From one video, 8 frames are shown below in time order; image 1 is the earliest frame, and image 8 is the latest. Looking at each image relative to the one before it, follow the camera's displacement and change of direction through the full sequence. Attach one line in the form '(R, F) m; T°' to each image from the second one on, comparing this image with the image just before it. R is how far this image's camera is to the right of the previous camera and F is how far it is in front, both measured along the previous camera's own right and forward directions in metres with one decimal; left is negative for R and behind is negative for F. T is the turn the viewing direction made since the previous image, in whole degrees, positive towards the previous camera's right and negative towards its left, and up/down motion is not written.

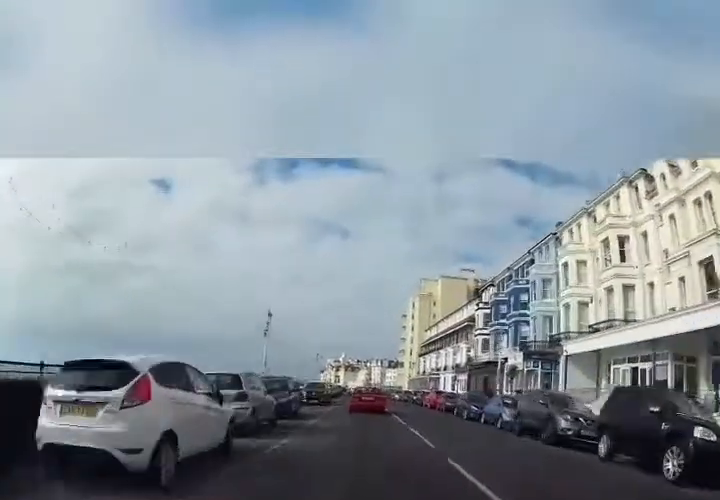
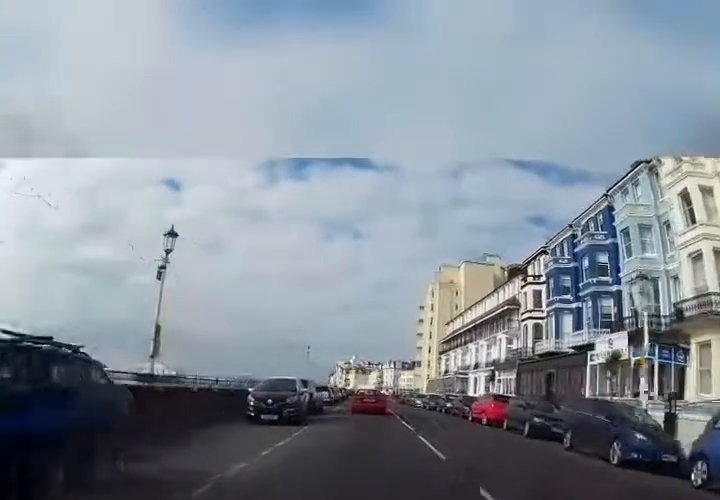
(-0.3, +14.1) m; -2°
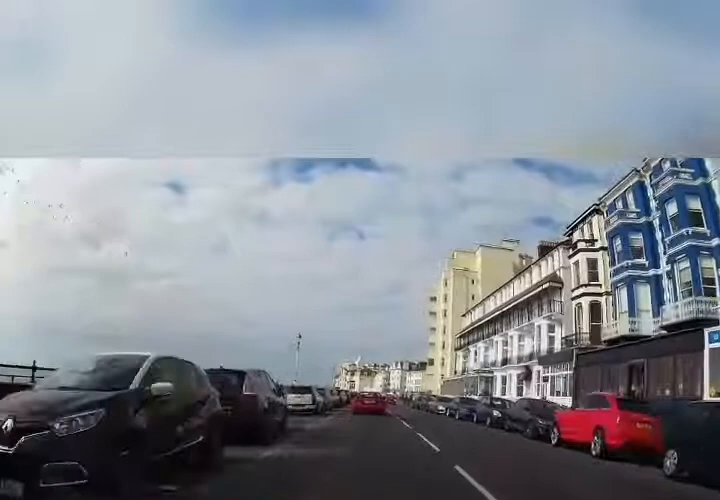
(0.0, +10.4) m; -1°
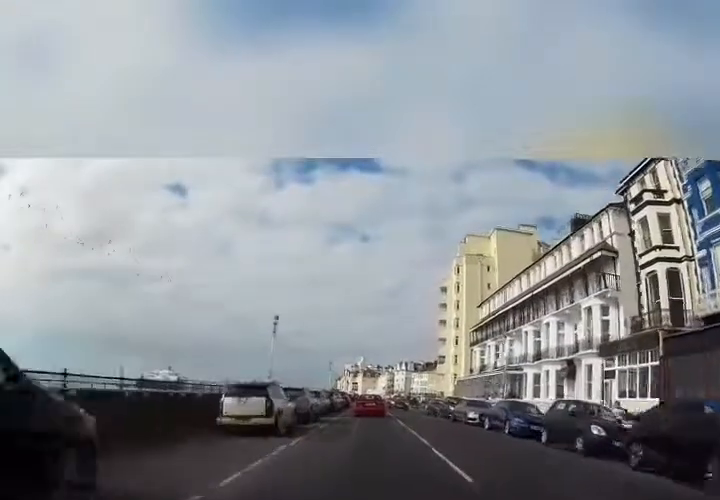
(-0.1, +9.3) m; -1°
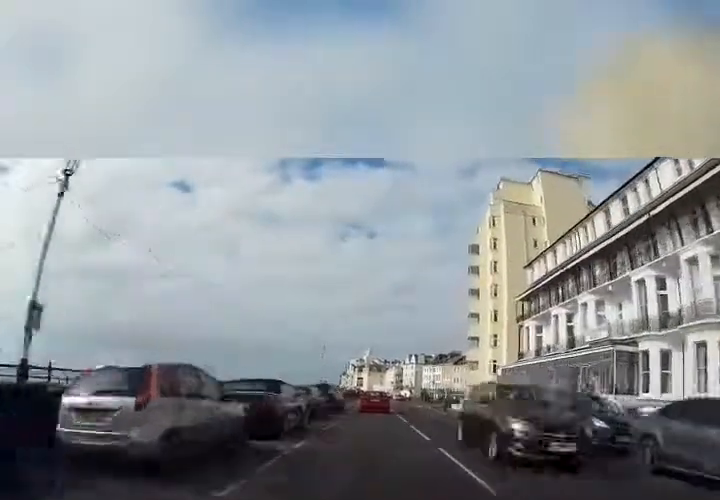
(-0.3, +18.5) m; -1°
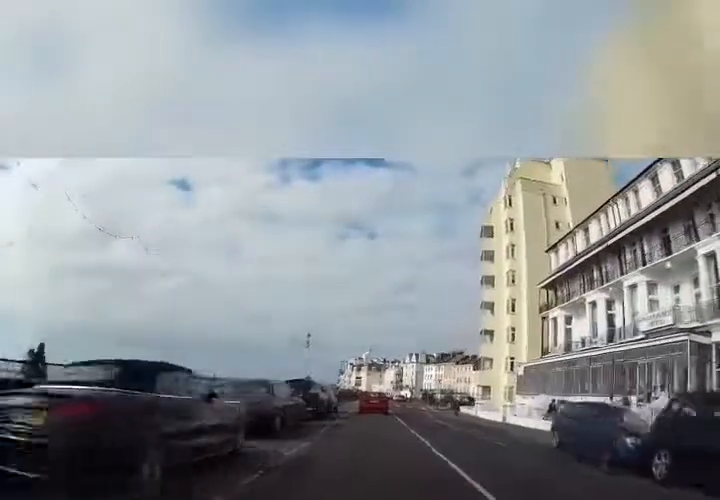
(0.0, +6.3) m; 0°
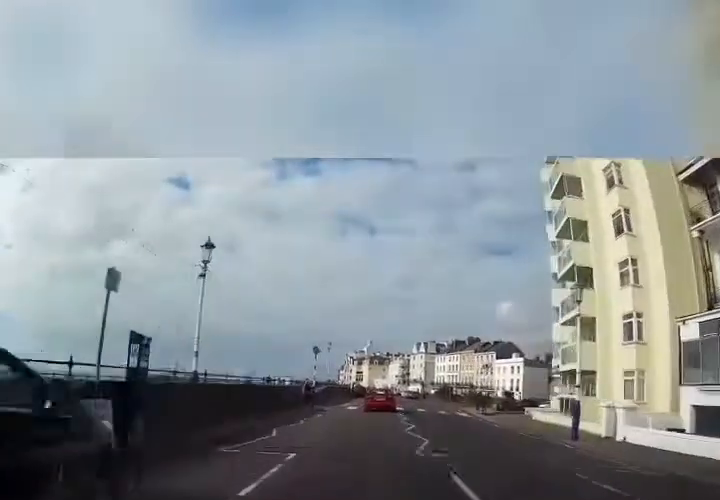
(+0.2, +20.7) m; +1°
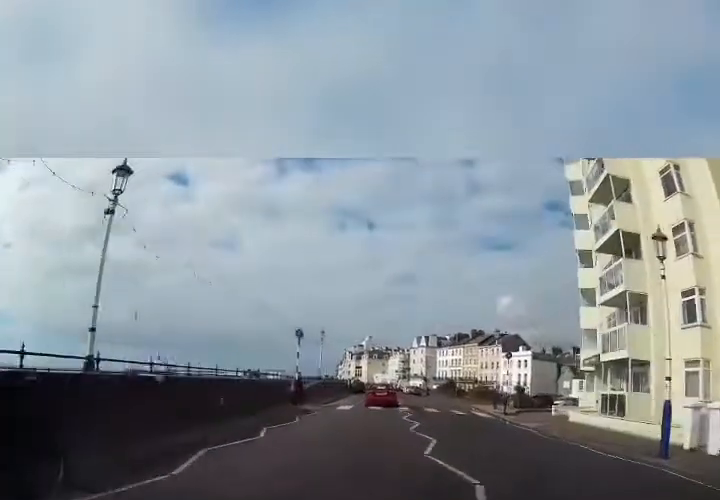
(0.0, +5.2) m; 0°
